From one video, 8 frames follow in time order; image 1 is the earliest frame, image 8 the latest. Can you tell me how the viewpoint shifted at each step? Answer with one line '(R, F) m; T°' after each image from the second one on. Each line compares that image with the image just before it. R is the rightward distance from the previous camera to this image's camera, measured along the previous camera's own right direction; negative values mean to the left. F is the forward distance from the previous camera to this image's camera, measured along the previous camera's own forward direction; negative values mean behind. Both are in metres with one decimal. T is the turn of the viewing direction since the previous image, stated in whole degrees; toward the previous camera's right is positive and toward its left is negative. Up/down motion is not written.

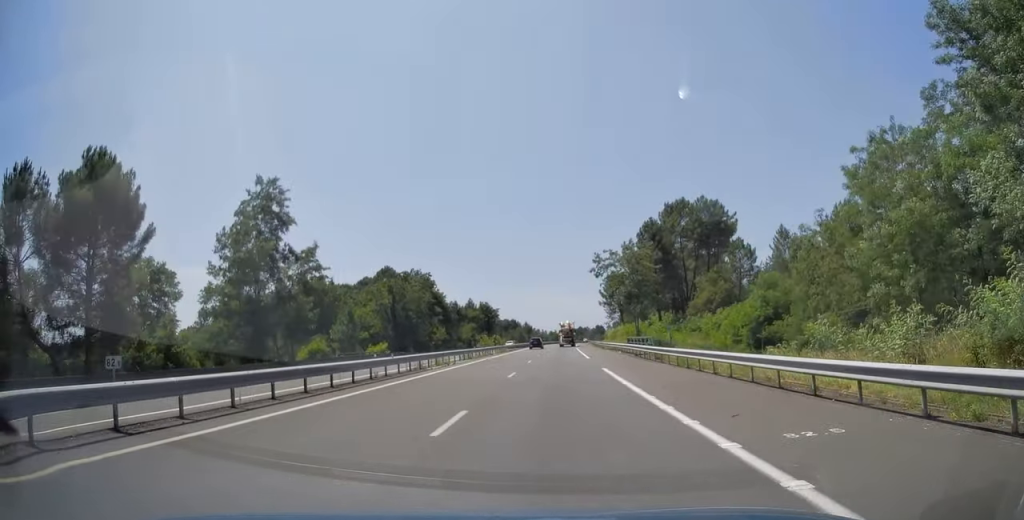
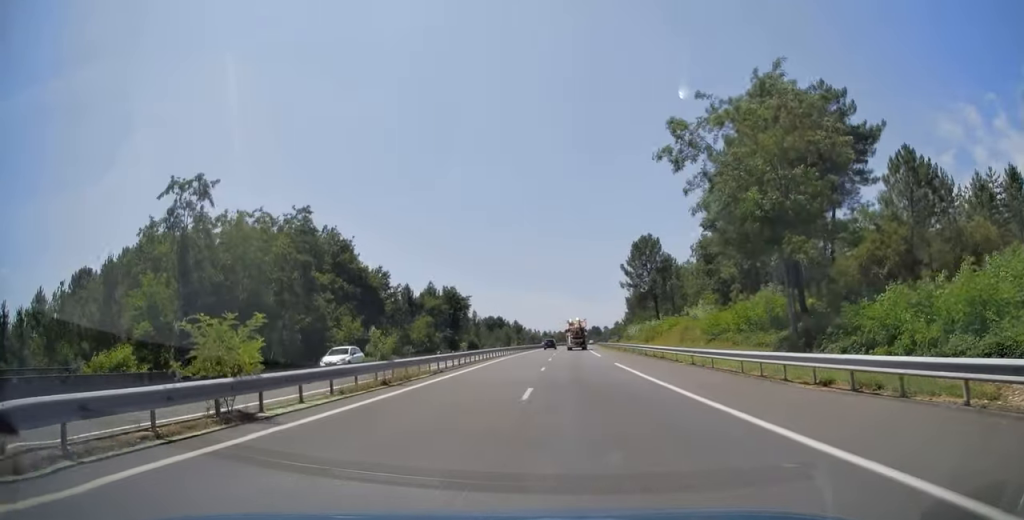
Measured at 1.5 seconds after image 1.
(+0.1, +47.9) m; +1°
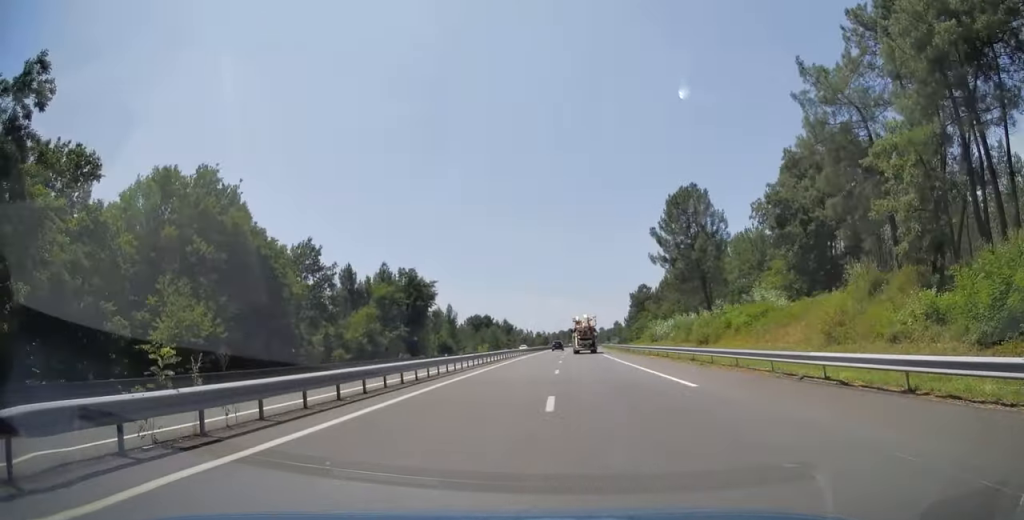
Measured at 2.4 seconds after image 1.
(+0.3, +29.1) m; 0°
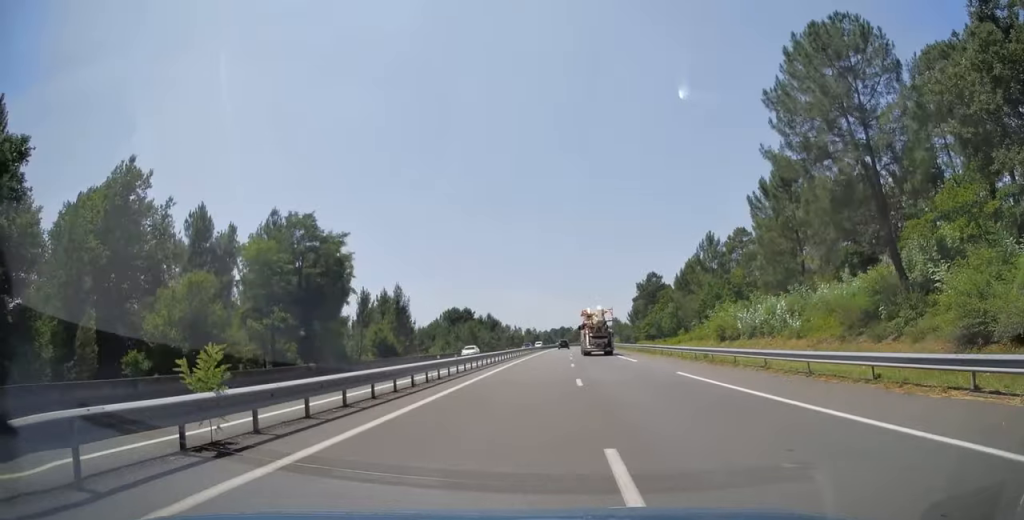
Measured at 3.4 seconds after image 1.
(-0.2, +33.5) m; 0°
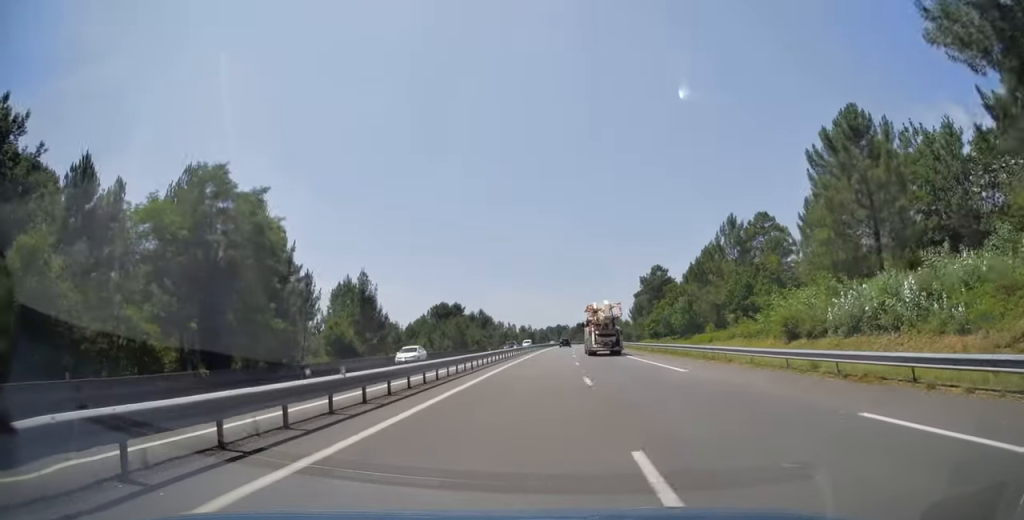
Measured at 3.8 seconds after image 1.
(+0.1, +13.5) m; 0°
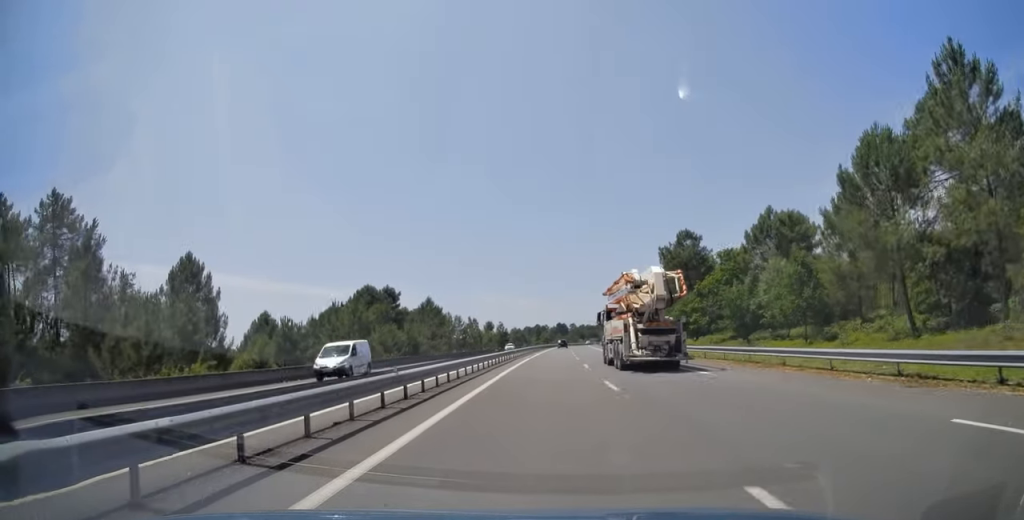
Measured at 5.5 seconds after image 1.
(+1.3, +54.4) m; +2°
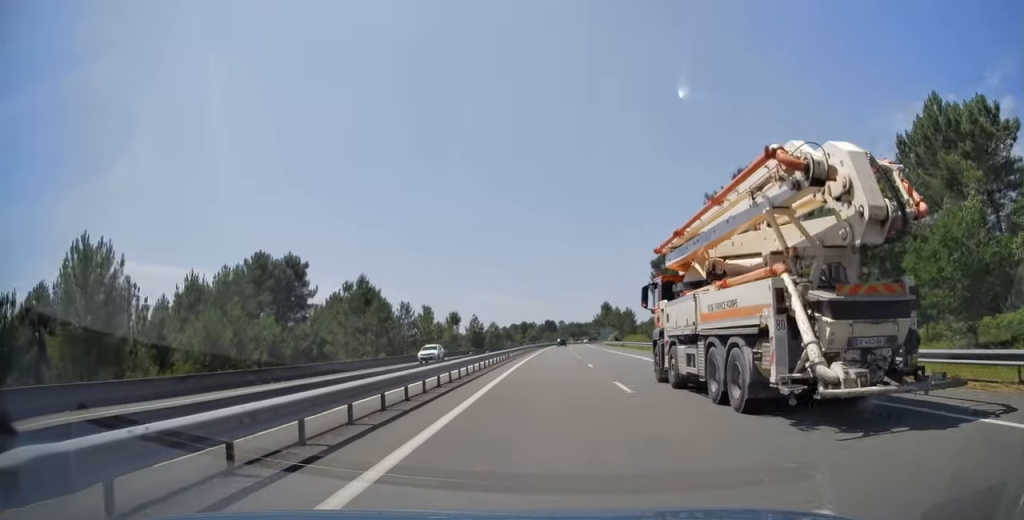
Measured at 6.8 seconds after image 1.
(+0.4, +40.4) m; +1°
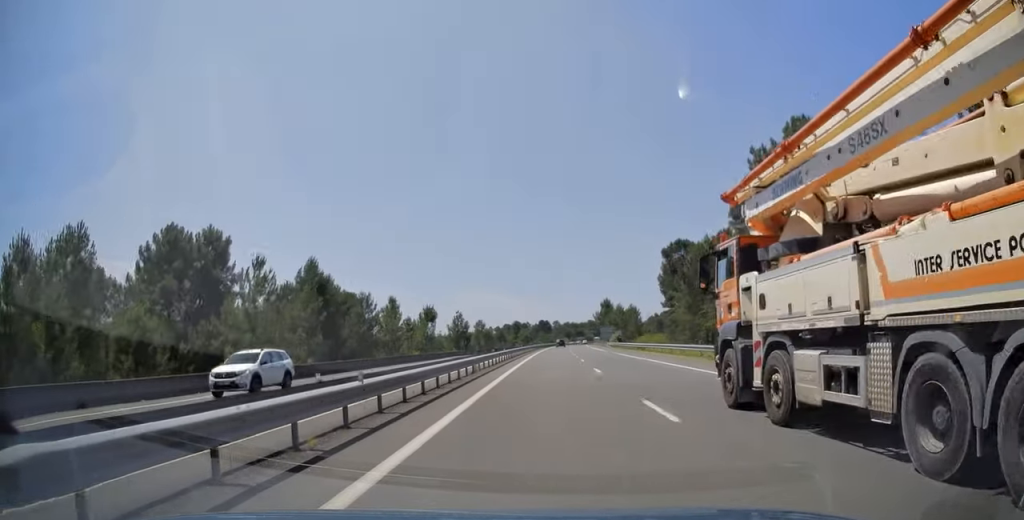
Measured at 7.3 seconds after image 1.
(+0.2, +18.3) m; +1°
